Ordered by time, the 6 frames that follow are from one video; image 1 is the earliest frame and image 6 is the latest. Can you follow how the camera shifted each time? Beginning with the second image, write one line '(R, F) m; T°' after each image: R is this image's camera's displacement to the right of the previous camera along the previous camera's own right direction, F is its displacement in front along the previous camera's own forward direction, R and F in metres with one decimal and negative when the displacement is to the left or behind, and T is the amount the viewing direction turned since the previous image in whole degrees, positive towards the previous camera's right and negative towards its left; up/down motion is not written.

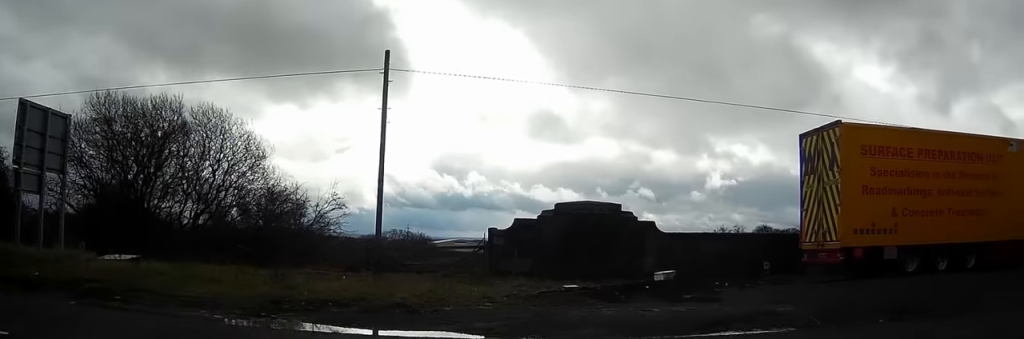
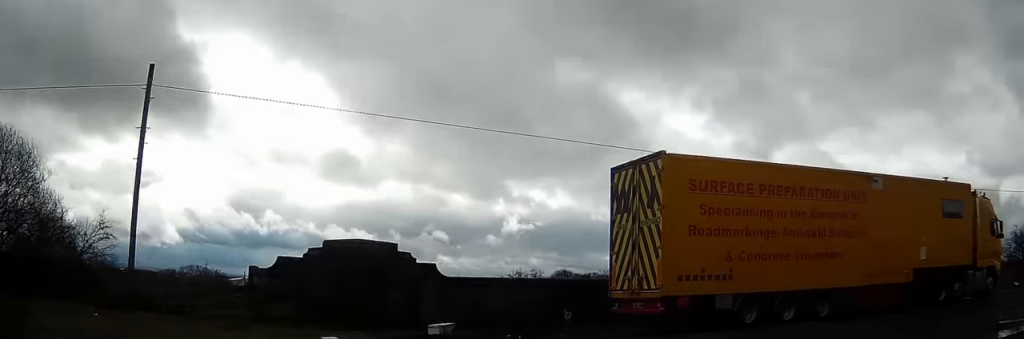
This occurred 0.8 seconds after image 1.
(+0.7, +3.1) m; +29°
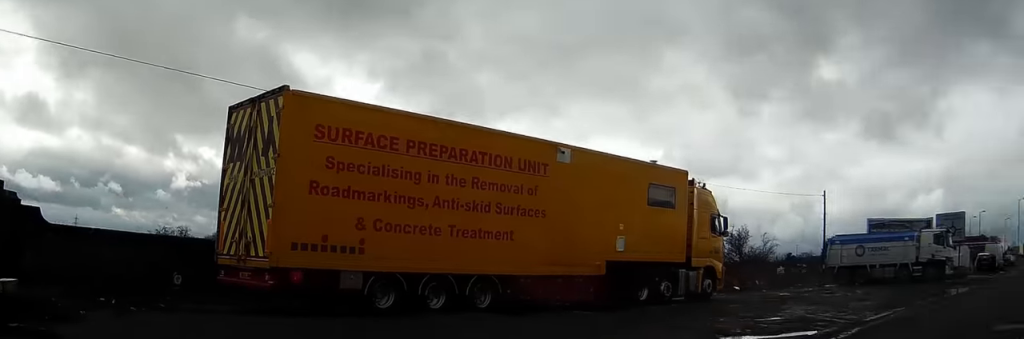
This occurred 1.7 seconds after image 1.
(+1.0, +3.5) m; +28°
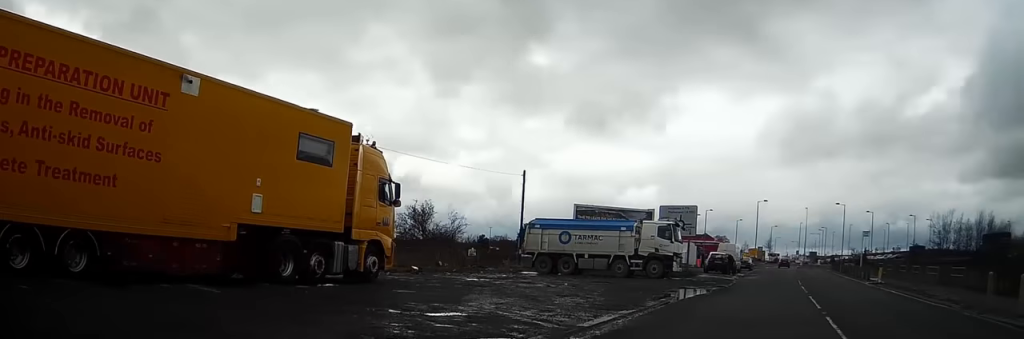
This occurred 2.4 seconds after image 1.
(+1.0, +4.1) m; +16°
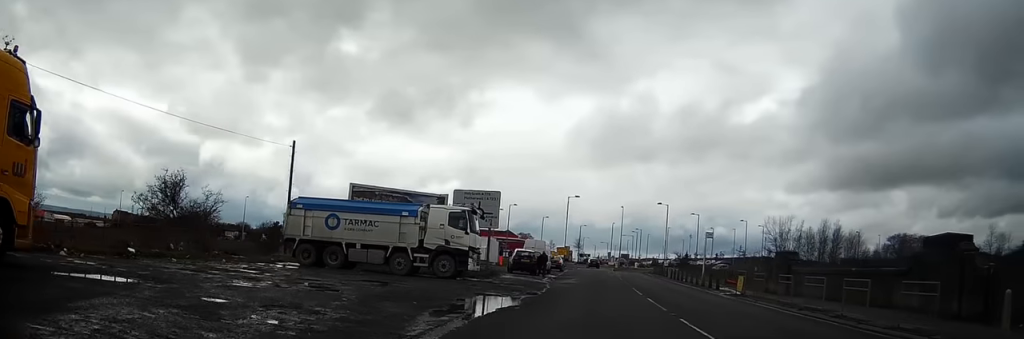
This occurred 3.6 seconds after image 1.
(+1.2, +8.5) m; +10°
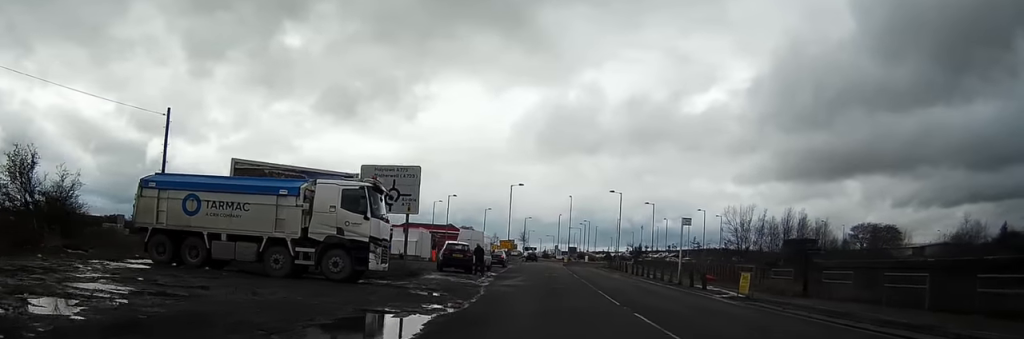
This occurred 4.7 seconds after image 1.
(+0.3, +9.4) m; +3°
